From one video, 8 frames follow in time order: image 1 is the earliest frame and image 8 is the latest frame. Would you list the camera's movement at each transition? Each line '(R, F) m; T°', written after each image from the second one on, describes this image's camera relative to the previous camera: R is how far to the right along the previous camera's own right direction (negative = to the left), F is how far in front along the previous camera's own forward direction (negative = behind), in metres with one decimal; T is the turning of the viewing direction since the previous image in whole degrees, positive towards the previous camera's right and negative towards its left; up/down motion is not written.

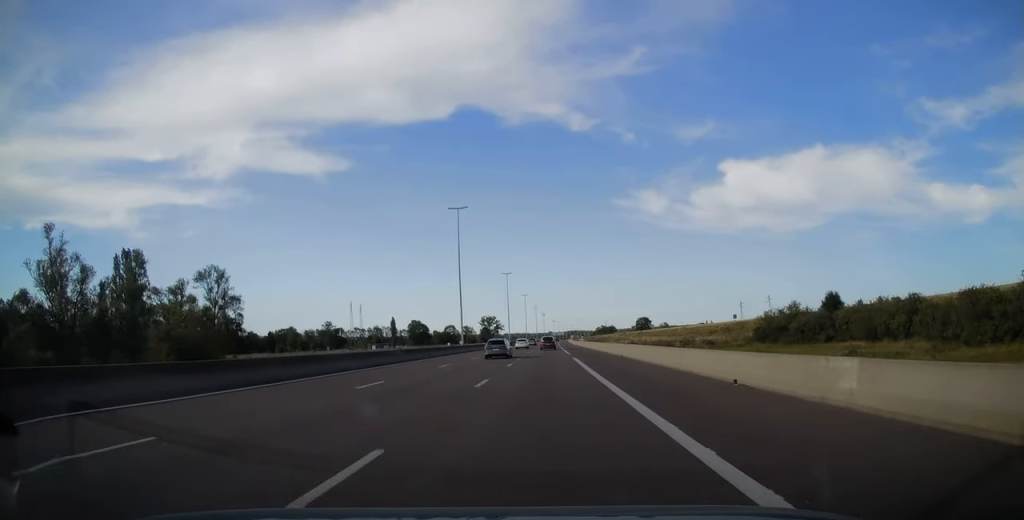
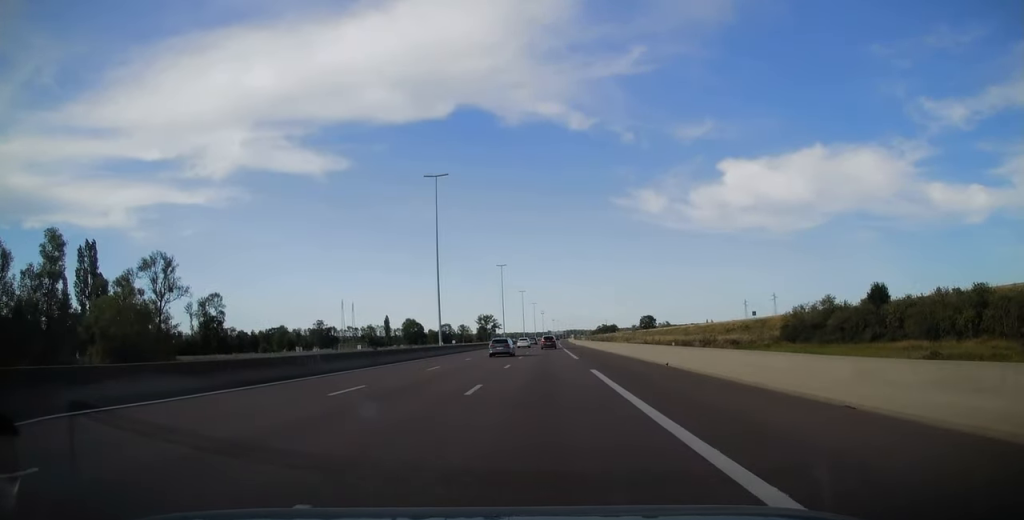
(0.0, +15.4) m; 0°
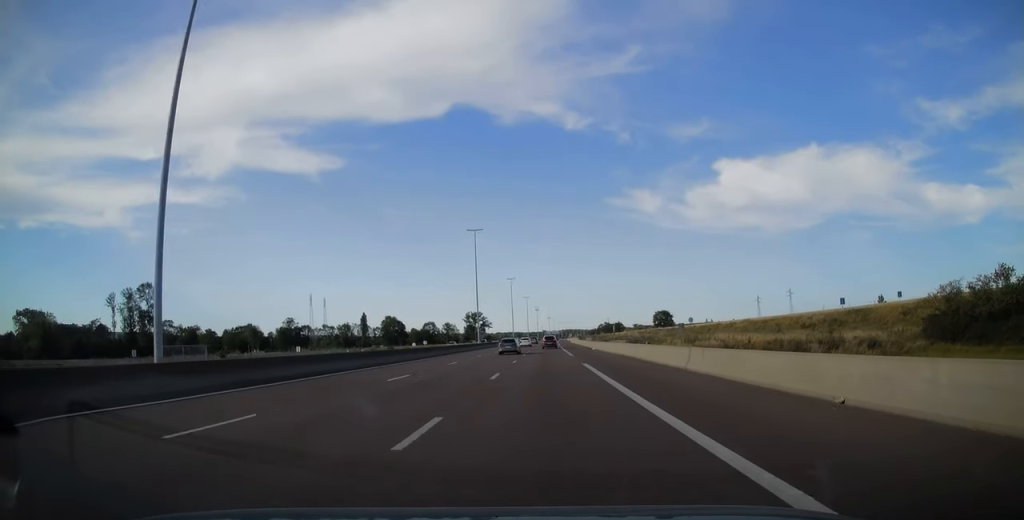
(+0.2, +45.8) m; +1°
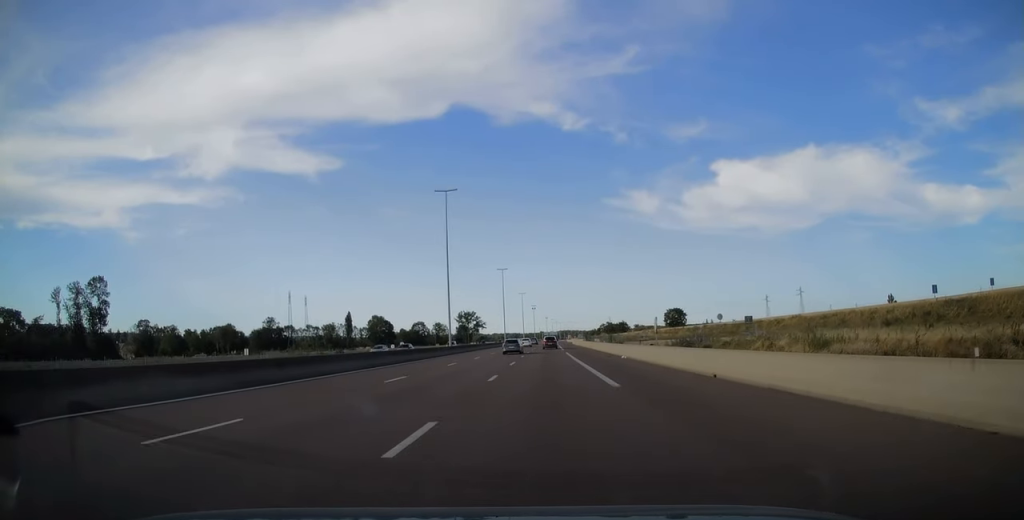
(+0.1, +26.2) m; 0°
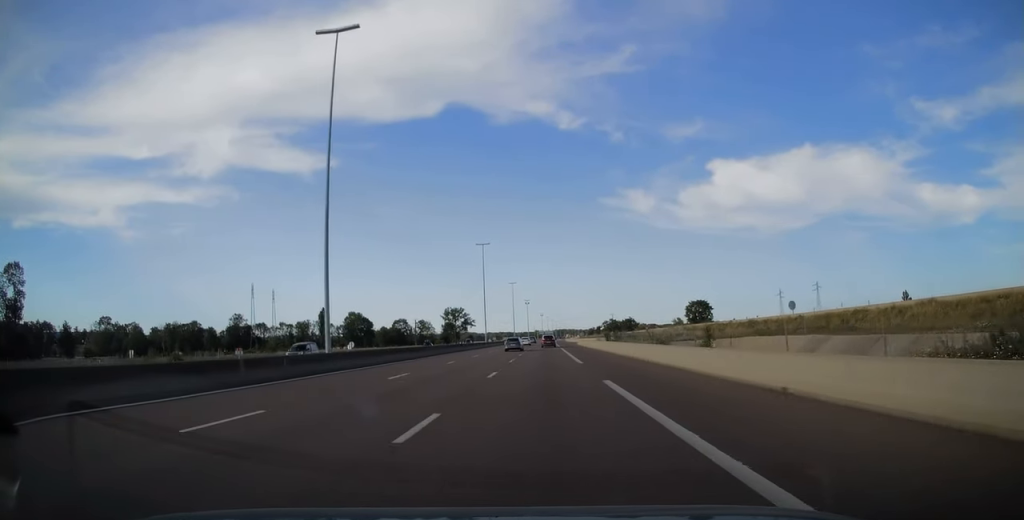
(+0.2, +37.4) m; 0°
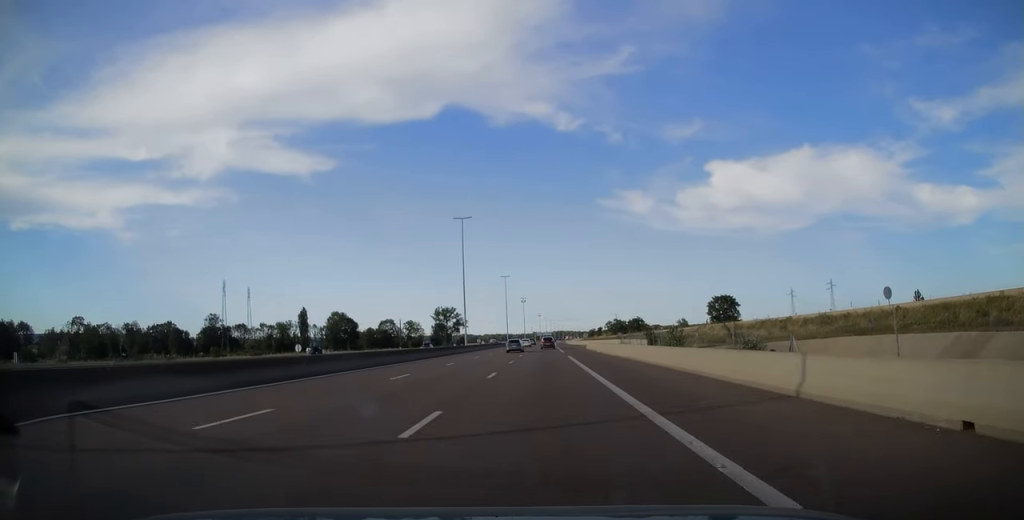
(-0.1, +25.1) m; 0°
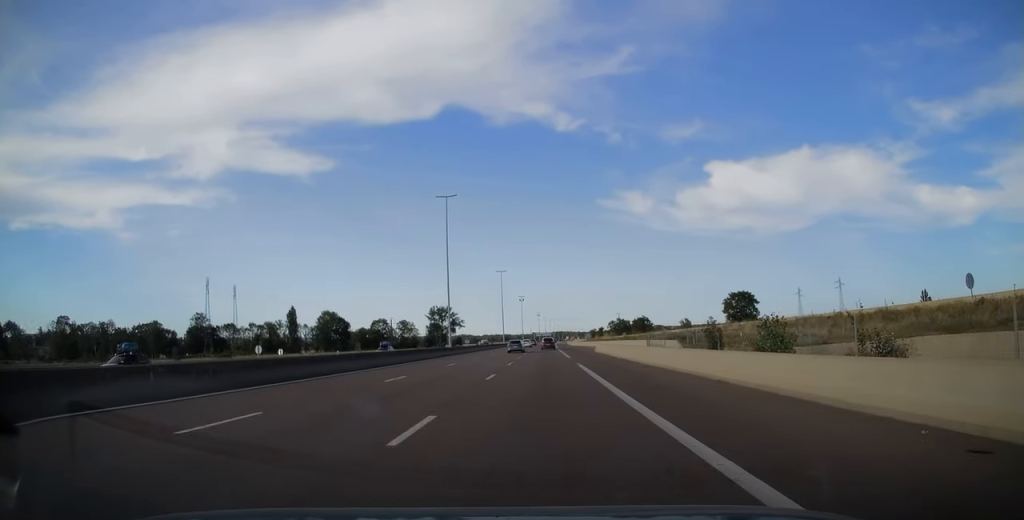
(-0.1, +13.4) m; 0°
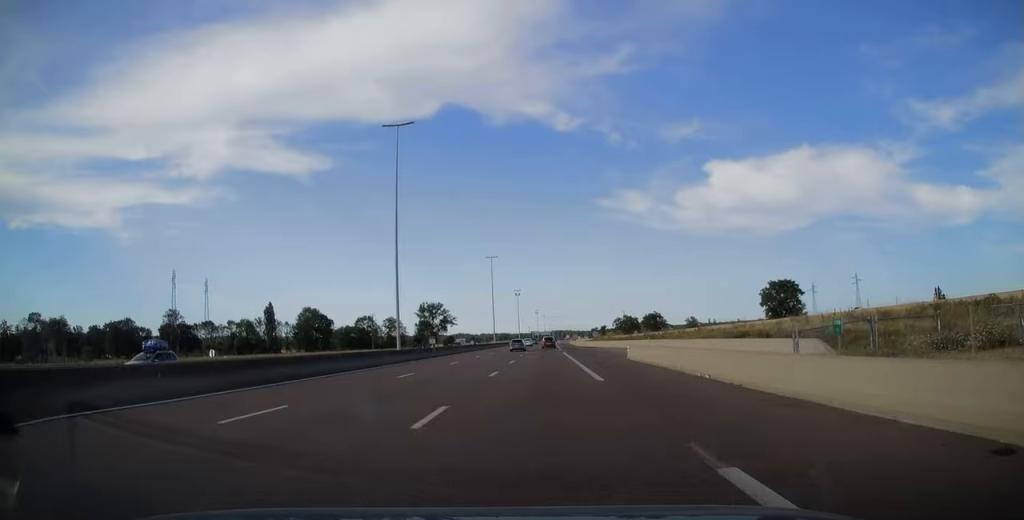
(+0.3, +24.1) m; 0°
